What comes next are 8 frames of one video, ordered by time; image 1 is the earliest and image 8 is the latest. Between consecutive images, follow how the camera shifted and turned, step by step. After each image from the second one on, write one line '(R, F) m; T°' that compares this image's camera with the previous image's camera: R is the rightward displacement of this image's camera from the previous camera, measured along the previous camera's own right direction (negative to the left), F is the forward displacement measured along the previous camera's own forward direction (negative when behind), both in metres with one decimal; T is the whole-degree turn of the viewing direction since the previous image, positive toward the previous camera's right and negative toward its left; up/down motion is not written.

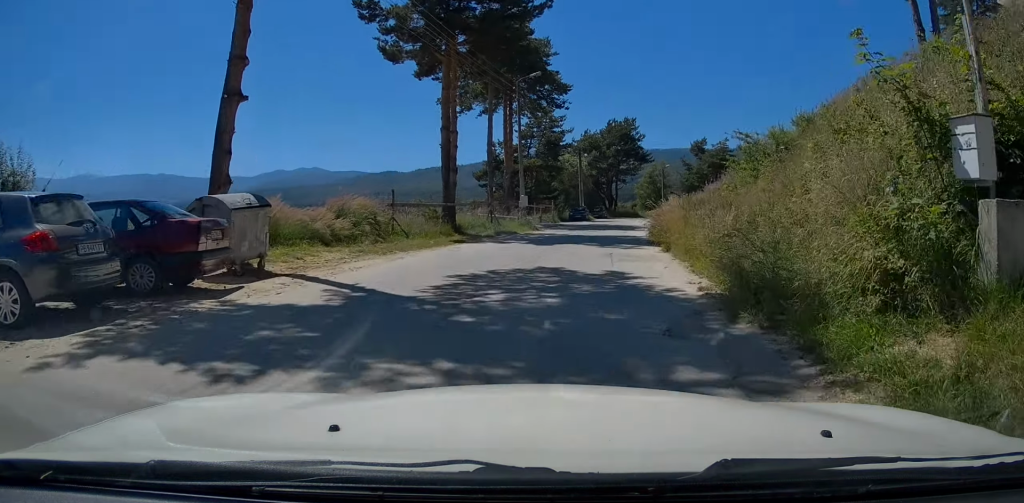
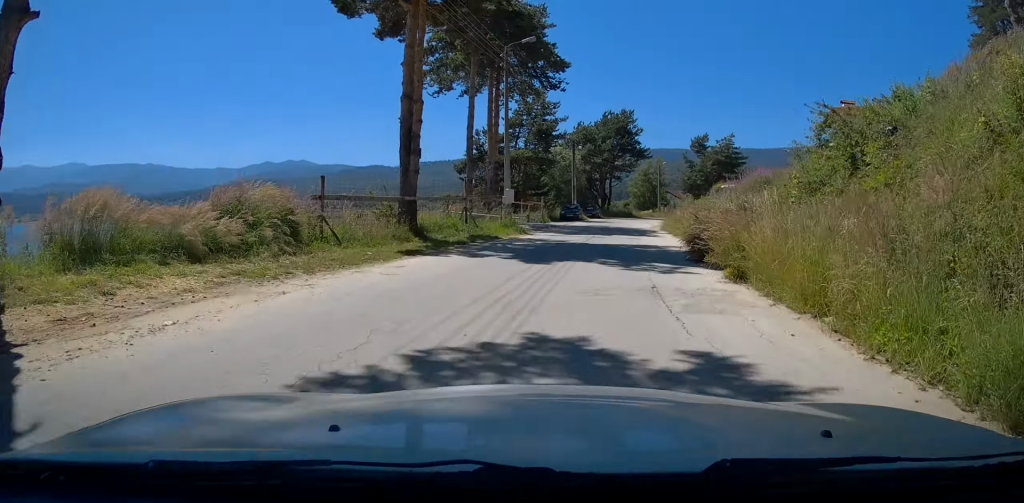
(0.0, +6.6) m; +1°
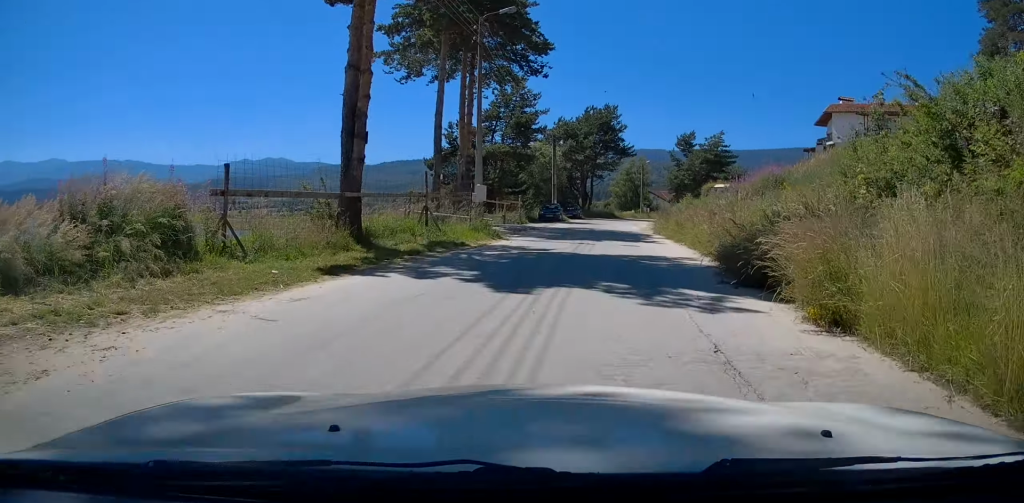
(0.0, +4.1) m; +1°
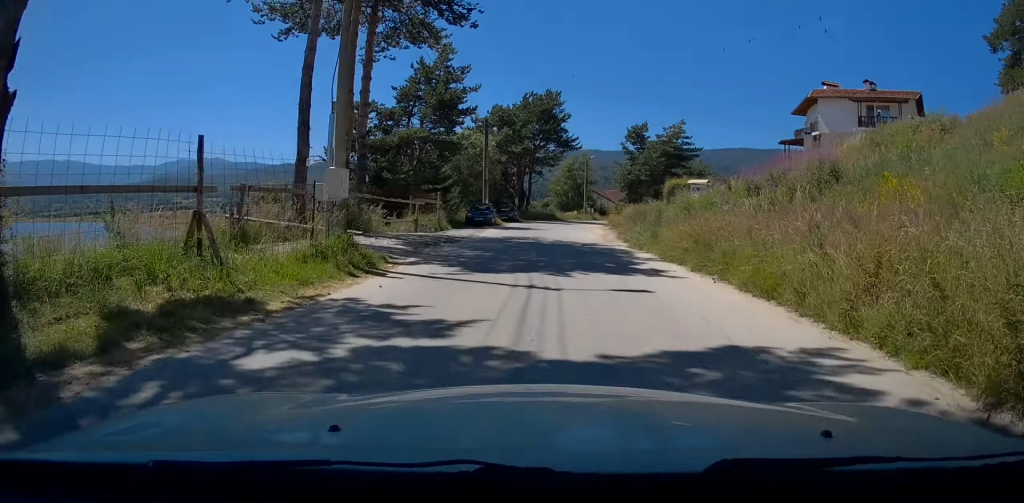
(+0.2, +9.8) m; +3°
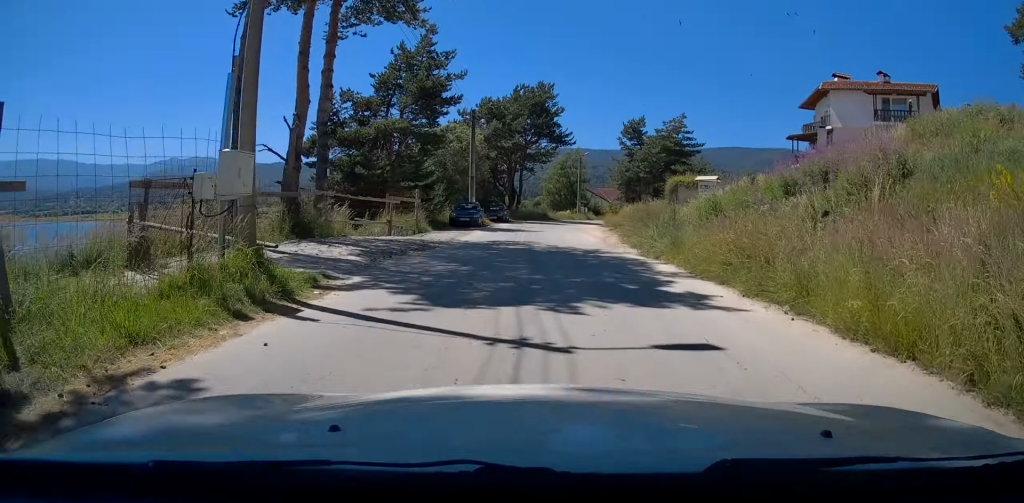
(+0.1, +3.6) m; +1°
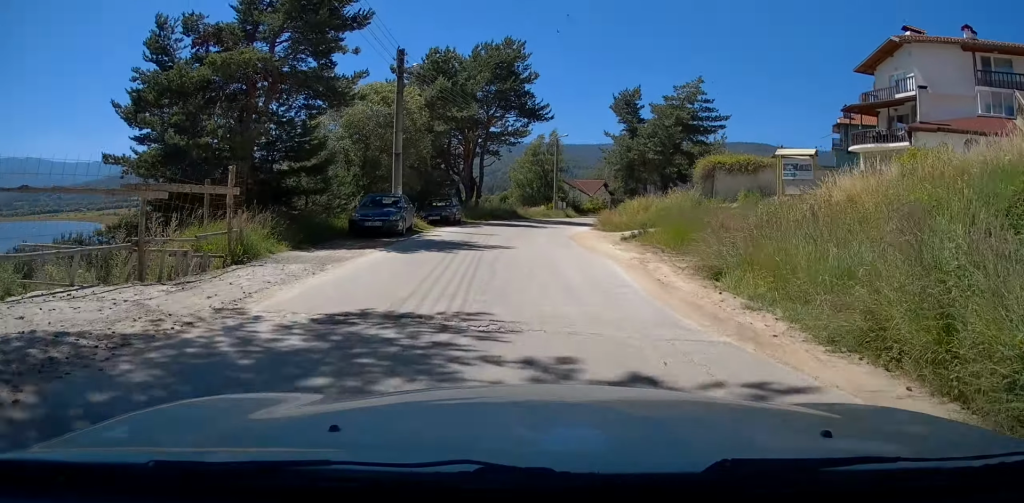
(+0.4, +14.5) m; +3°
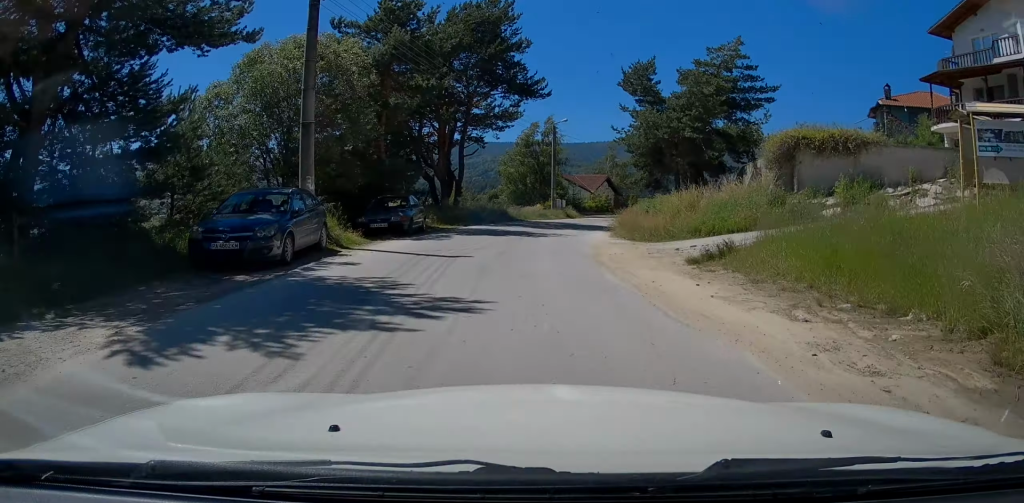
(+0.3, +9.5) m; +1°
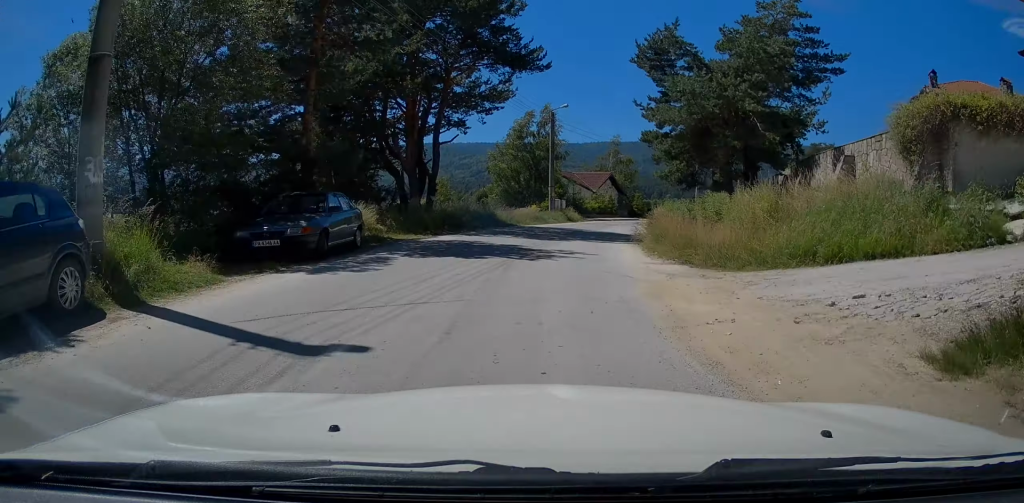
(-0.1, +7.9) m; +1°
